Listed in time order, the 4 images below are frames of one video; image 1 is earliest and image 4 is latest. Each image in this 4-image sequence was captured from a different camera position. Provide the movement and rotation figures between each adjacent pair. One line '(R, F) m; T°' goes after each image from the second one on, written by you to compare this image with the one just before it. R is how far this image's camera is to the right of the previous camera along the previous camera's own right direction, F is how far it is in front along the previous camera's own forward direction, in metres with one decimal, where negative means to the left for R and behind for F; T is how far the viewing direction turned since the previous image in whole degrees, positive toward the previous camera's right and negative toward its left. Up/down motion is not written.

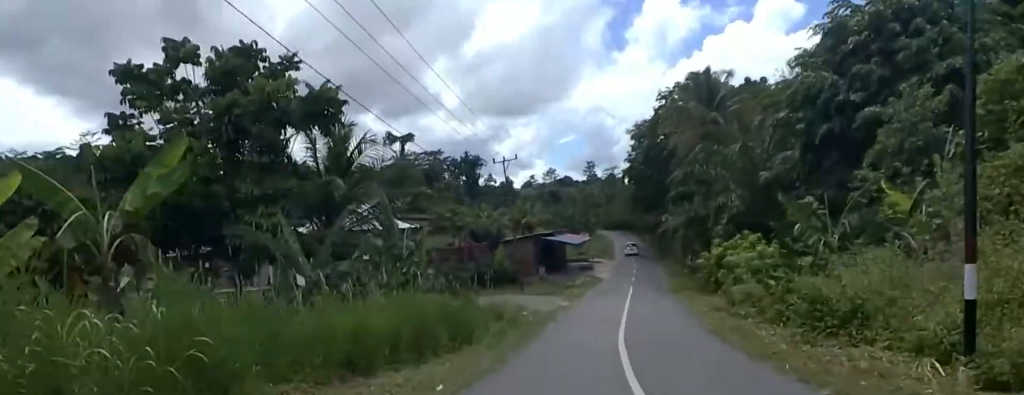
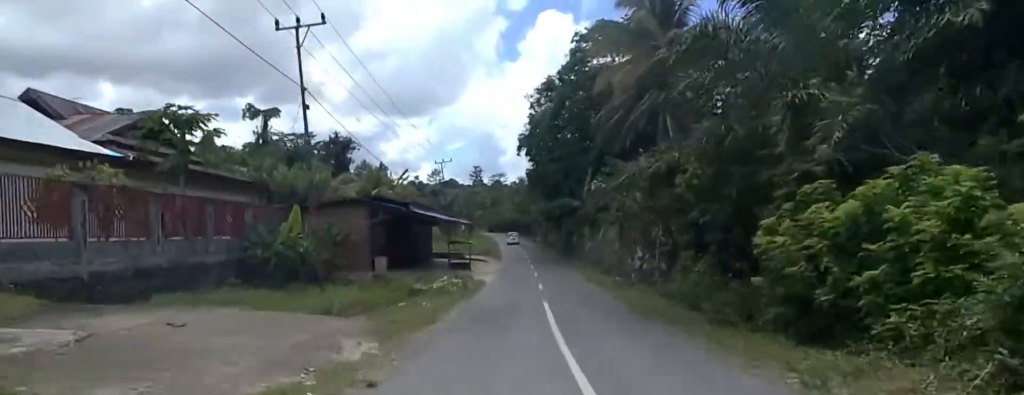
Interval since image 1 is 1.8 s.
(-0.3, +20.7) m; +3°
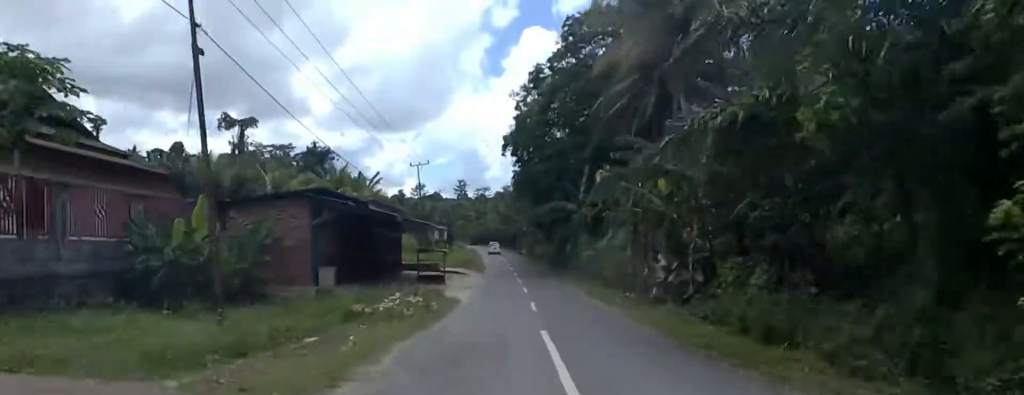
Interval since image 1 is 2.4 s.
(+0.3, +6.0) m; +3°
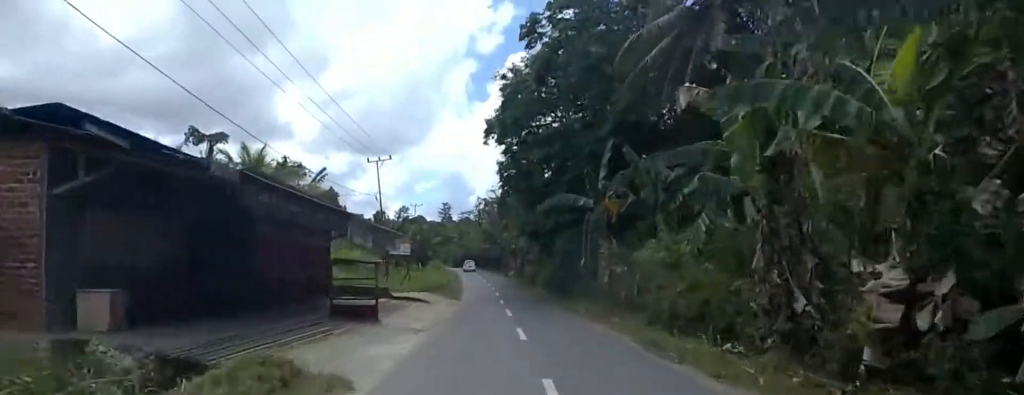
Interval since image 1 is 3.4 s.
(+0.2, +11.9) m; +1°
